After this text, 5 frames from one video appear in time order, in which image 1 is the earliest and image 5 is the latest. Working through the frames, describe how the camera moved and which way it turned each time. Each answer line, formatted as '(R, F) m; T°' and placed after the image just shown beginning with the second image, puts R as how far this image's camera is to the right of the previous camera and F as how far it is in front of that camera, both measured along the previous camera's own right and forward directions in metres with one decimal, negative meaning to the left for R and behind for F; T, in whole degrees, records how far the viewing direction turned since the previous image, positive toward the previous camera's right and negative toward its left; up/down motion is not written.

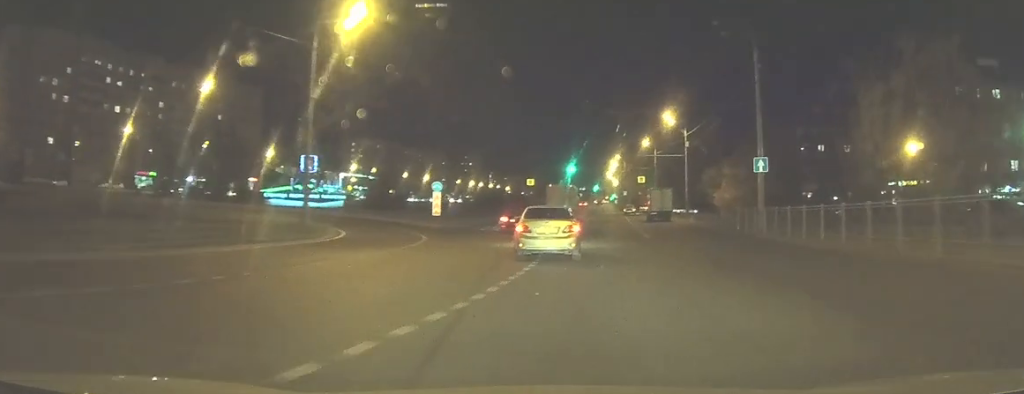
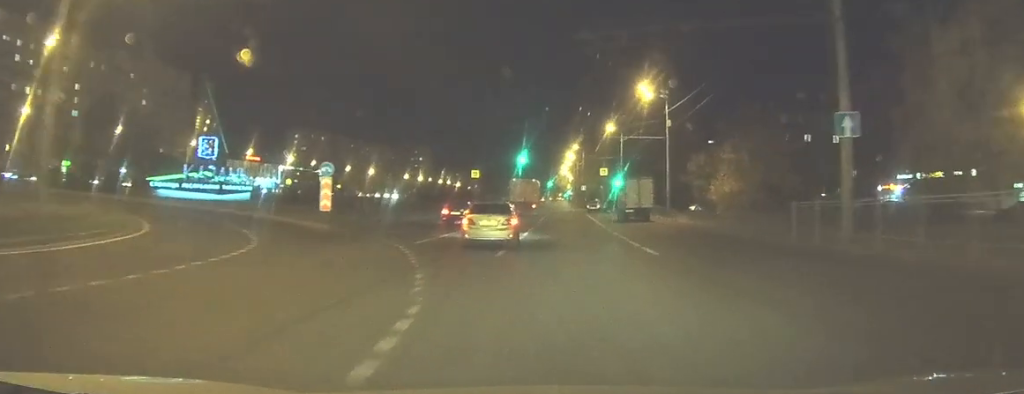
(+0.4, +14.3) m; +2°
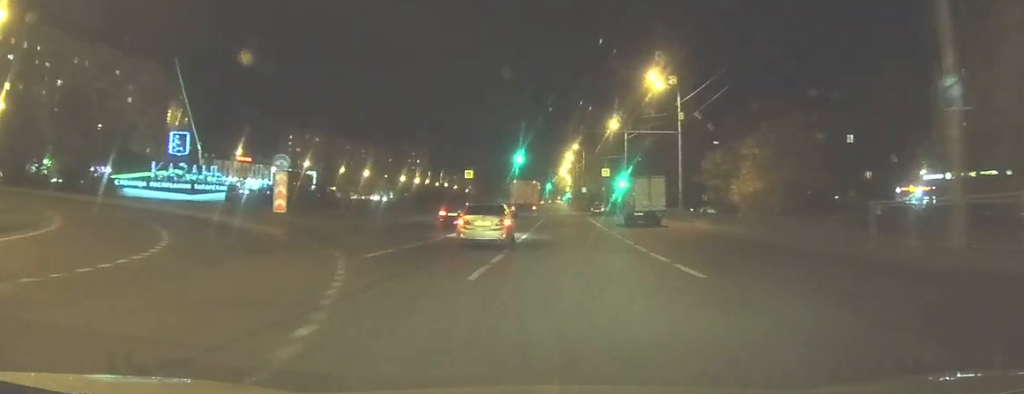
(0.0, +5.5) m; 0°
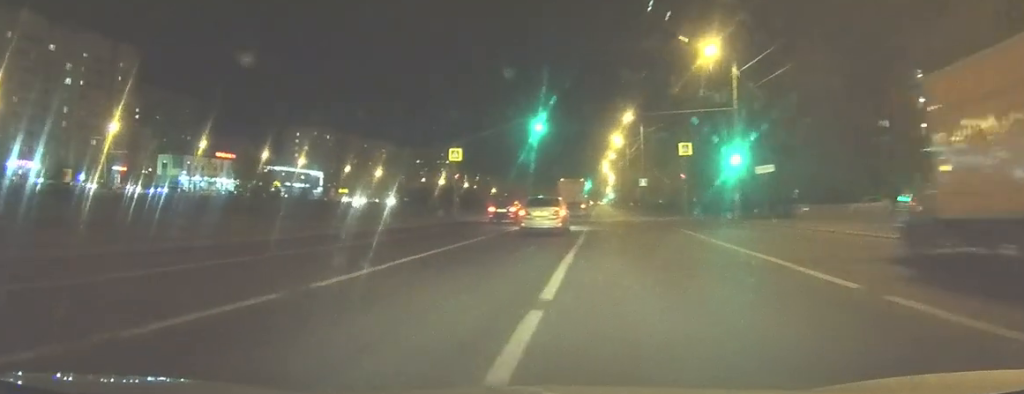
(+0.2, +33.1) m; 0°
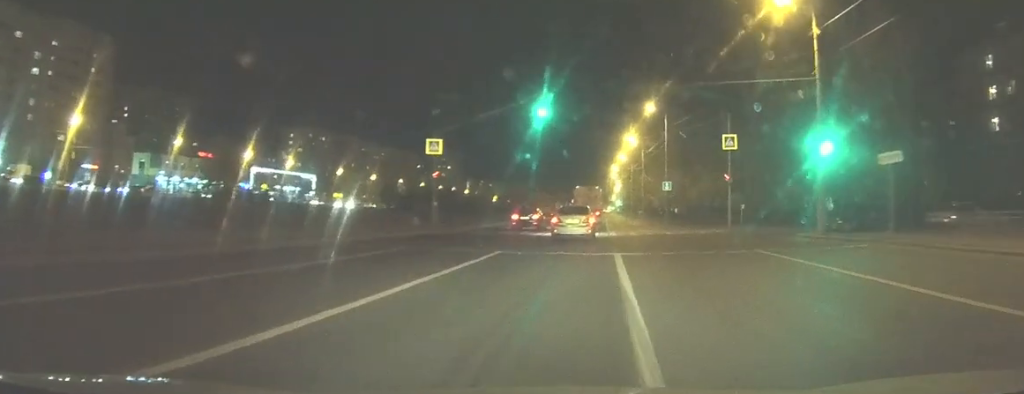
(-0.1, +11.2) m; 0°
